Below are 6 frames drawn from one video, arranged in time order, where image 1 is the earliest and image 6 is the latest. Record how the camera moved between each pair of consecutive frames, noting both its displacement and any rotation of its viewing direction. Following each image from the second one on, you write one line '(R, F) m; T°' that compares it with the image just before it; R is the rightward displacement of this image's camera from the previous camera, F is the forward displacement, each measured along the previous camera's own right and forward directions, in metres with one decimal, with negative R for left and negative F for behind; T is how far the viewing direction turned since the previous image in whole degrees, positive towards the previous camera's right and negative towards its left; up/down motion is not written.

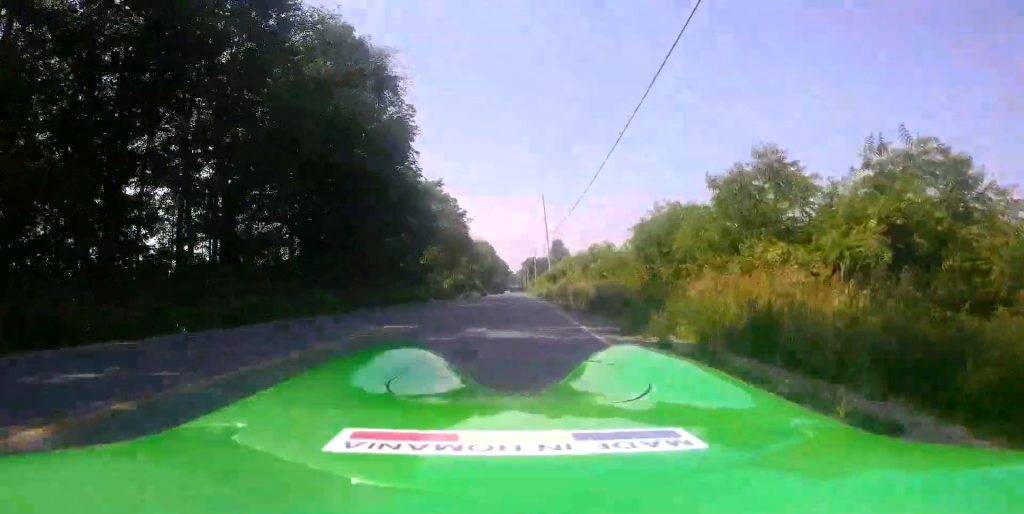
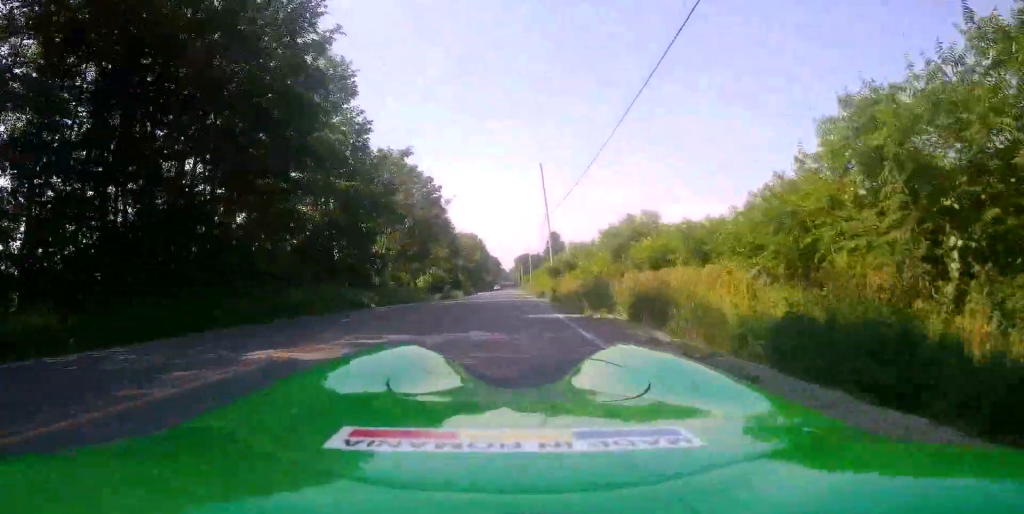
(+0.6, +16.1) m; +1°
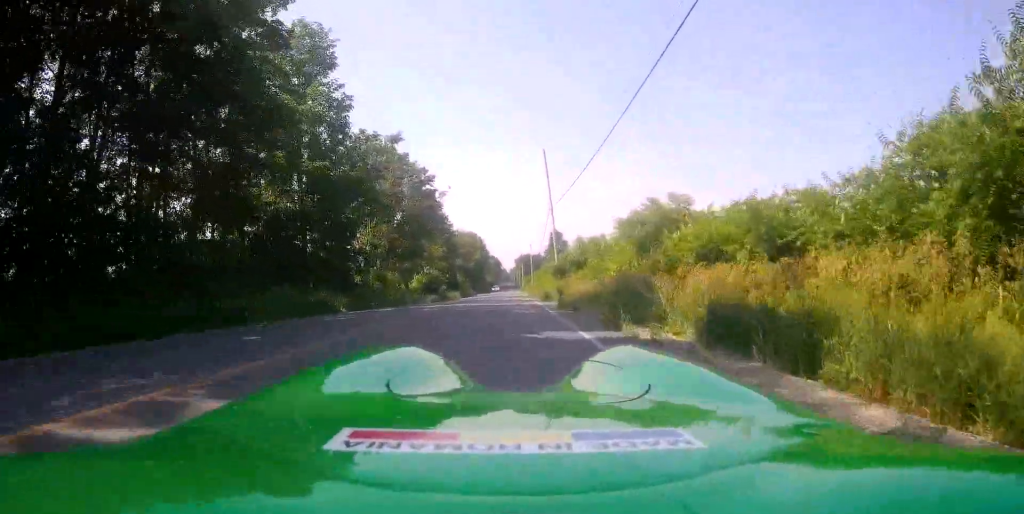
(-0.1, +5.3) m; -2°
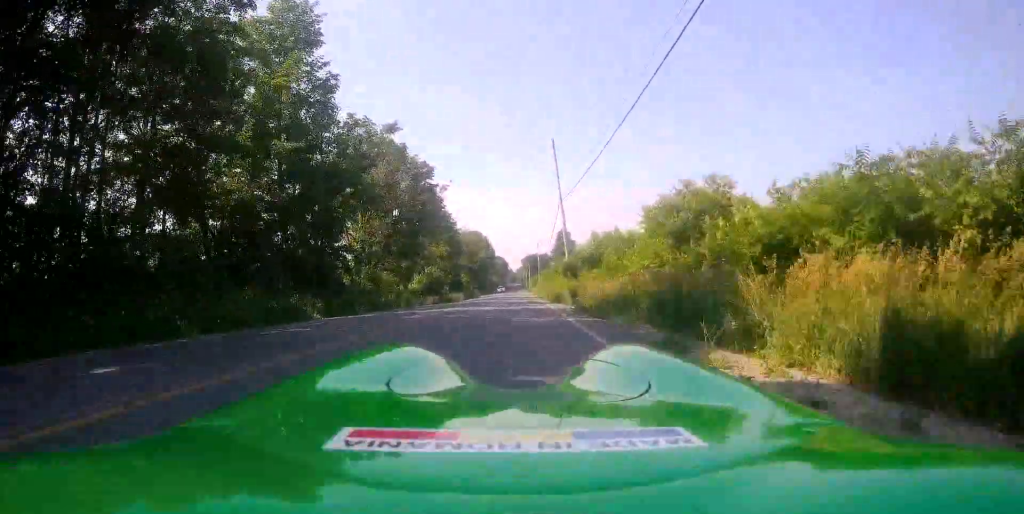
(0.0, +3.9) m; -2°
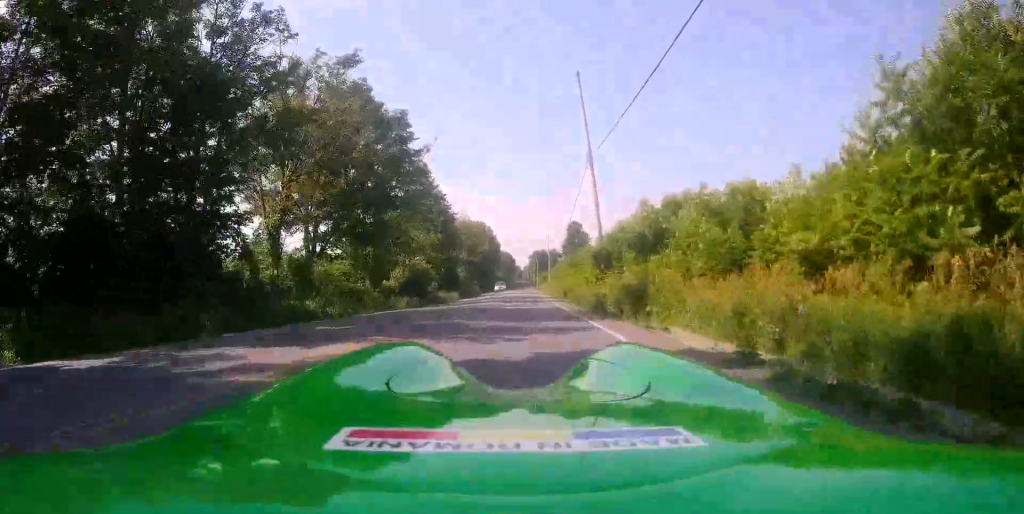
(-0.4, +14.1) m; -1°
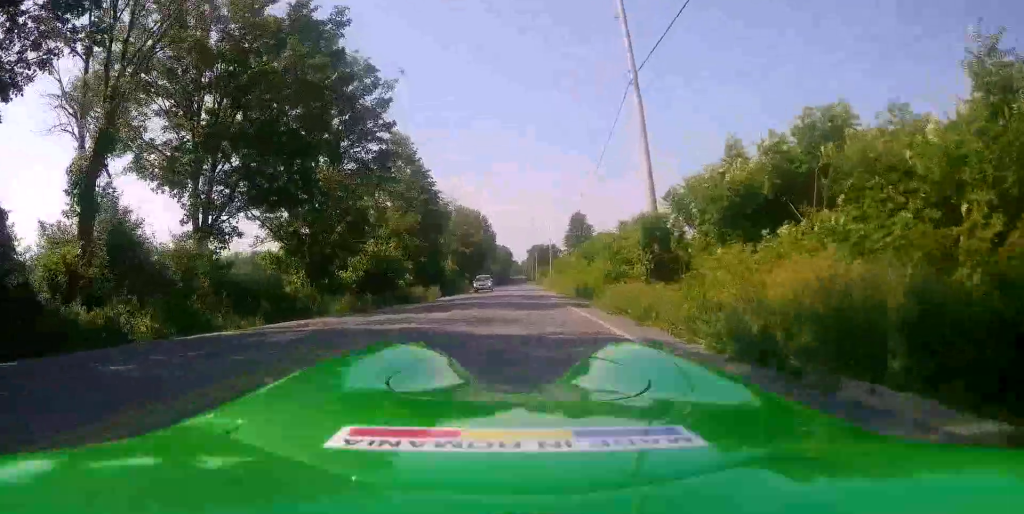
(+0.1, +12.0) m; +1°
